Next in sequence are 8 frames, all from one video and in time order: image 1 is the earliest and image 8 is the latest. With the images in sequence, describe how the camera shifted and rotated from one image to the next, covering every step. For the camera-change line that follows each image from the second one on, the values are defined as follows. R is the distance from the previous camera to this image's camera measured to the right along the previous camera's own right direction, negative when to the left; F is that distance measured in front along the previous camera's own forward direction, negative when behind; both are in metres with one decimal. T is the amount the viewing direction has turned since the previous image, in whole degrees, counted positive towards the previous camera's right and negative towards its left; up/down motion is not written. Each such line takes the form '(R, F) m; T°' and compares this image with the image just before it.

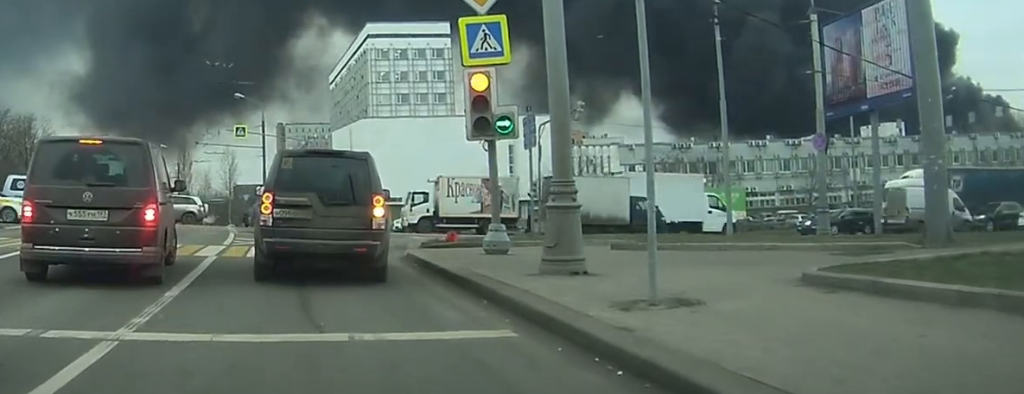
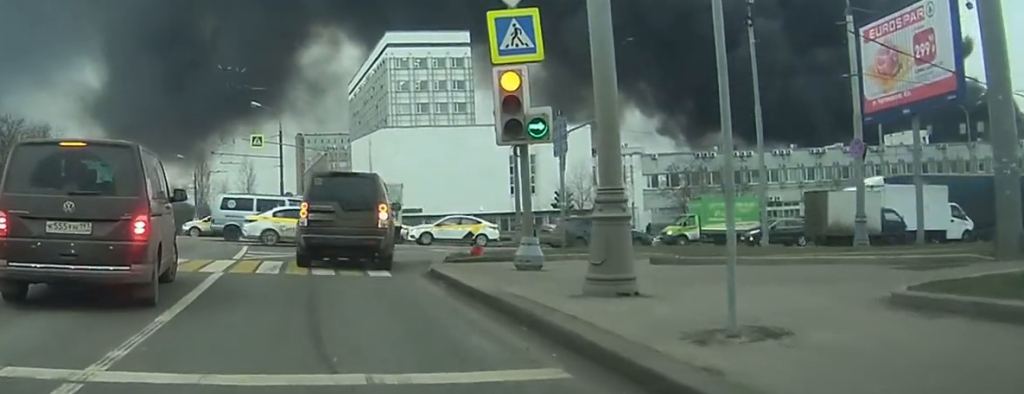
(0.0, +3.1) m; 0°
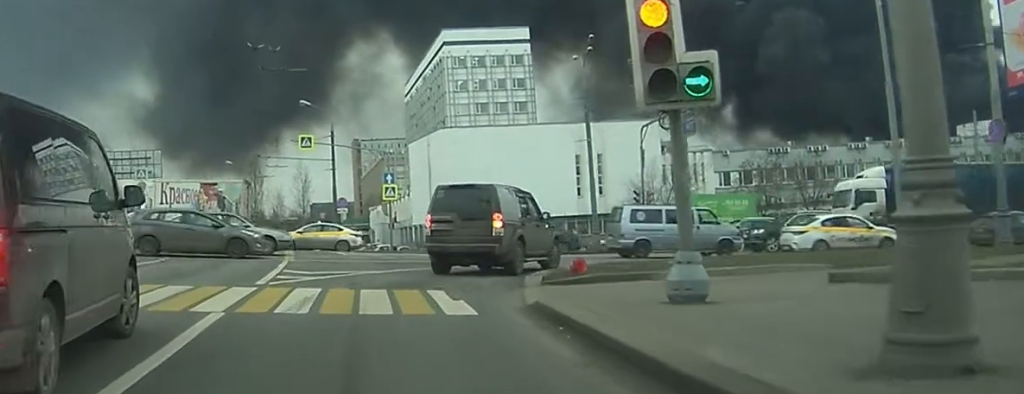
(0.0, +4.8) m; -2°
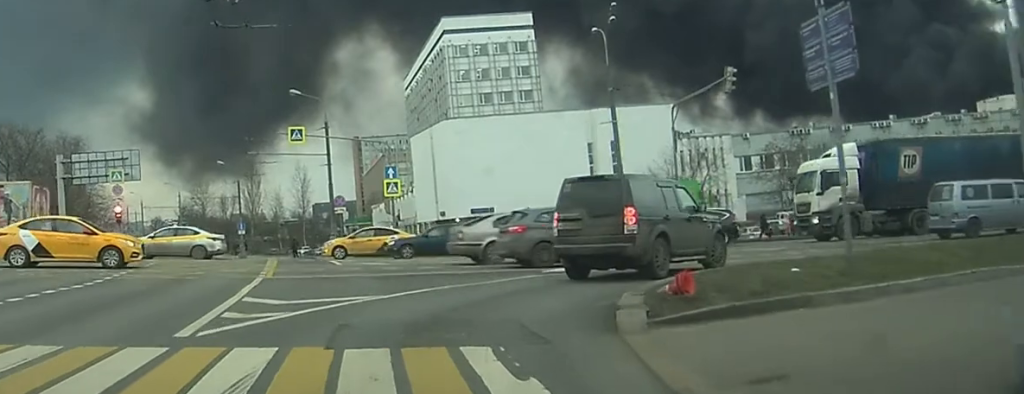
(-0.1, +4.5) m; -4°
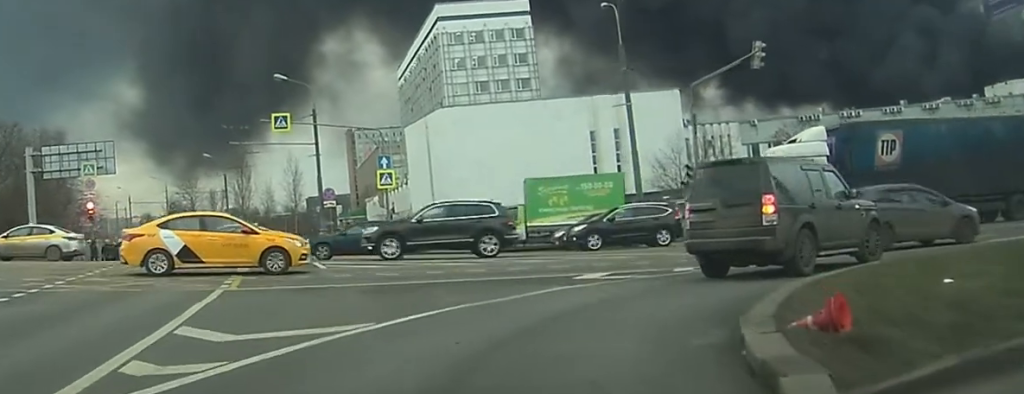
(-0.2, +3.7) m; +7°
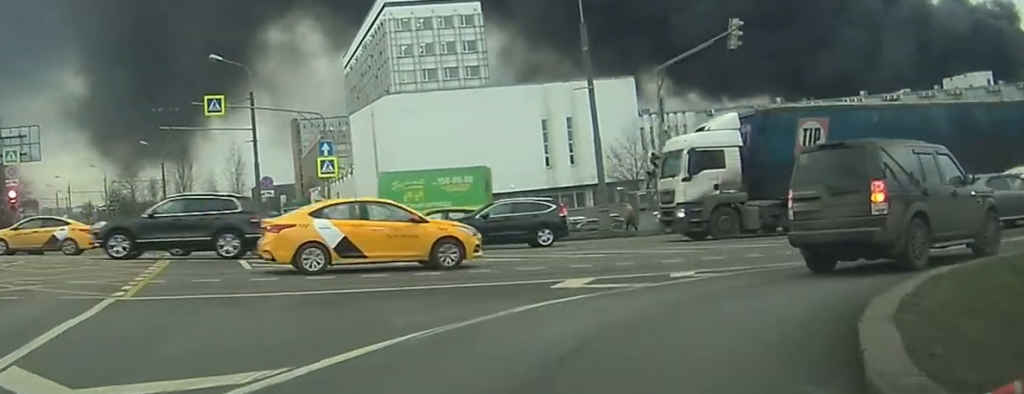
(+0.4, +3.2) m; +7°
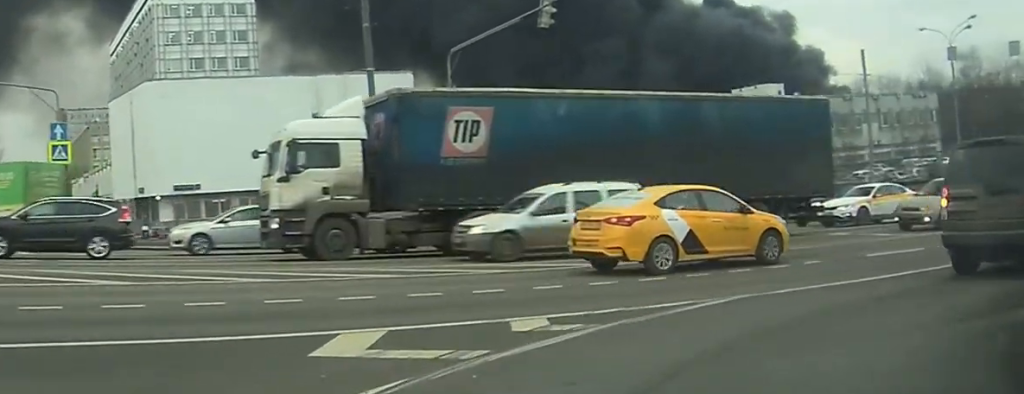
(+0.6, +6.1) m; +10°
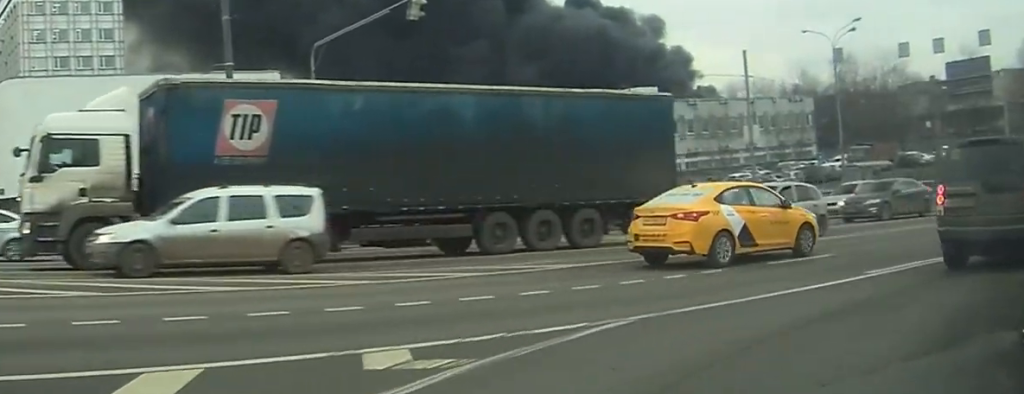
(-0.1, +2.1) m; +3°
